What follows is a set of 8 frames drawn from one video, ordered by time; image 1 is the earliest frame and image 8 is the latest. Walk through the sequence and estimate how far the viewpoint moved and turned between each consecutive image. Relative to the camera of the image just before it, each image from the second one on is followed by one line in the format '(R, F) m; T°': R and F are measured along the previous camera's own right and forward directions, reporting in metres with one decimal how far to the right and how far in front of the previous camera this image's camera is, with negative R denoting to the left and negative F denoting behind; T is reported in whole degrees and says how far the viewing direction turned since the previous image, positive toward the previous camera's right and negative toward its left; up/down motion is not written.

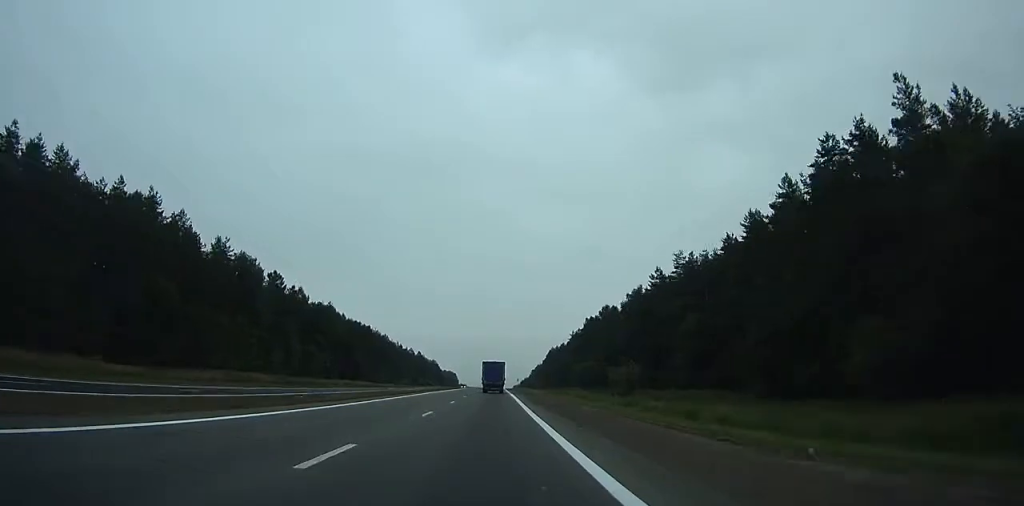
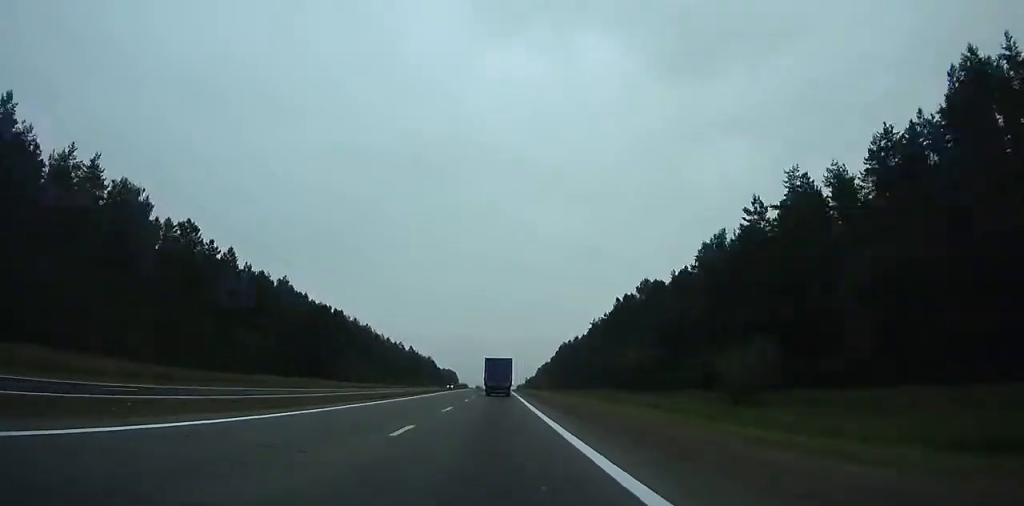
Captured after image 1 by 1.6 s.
(-0.1, +45.0) m; 0°
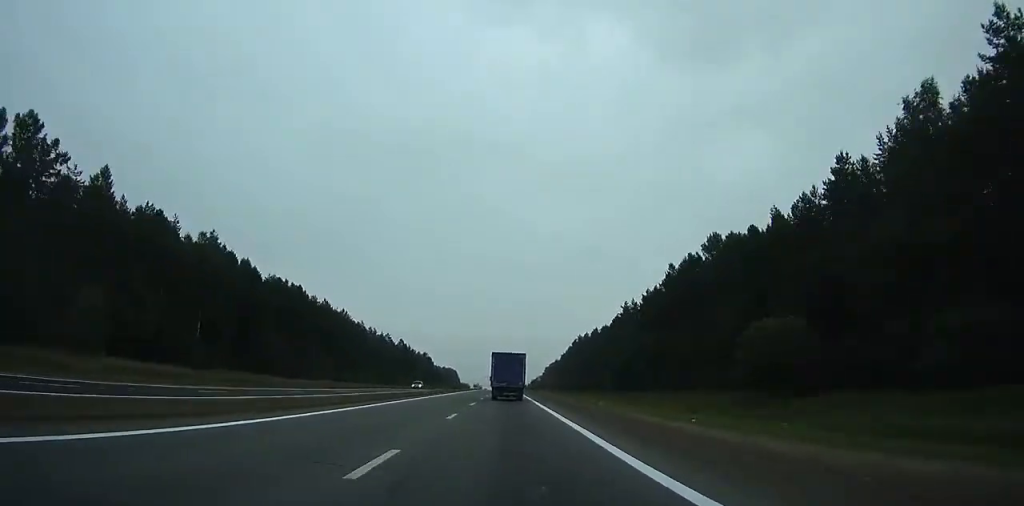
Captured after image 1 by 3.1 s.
(0.0, +42.0) m; 0°
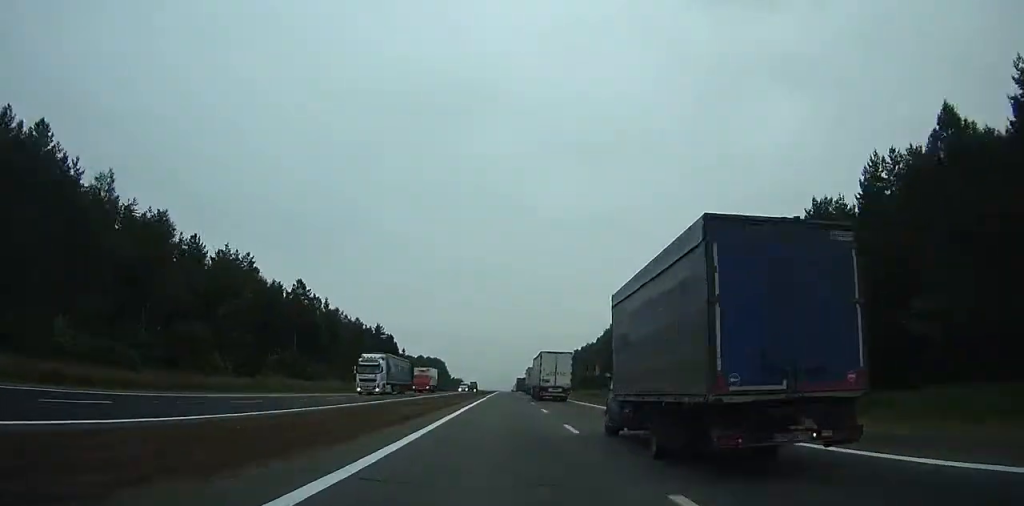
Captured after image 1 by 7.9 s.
(-0.4, +135.5) m; 0°
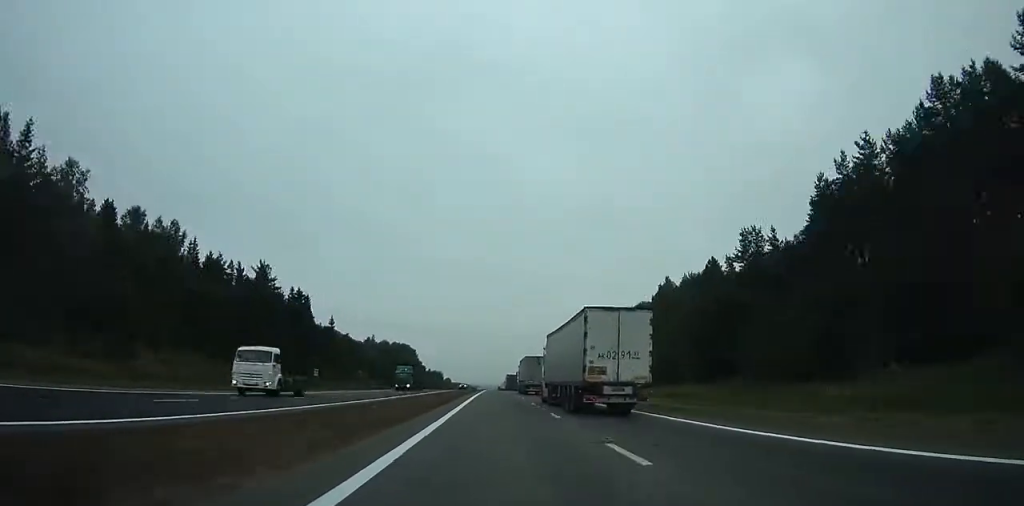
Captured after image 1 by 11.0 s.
(+0.5, +89.4) m; +1°
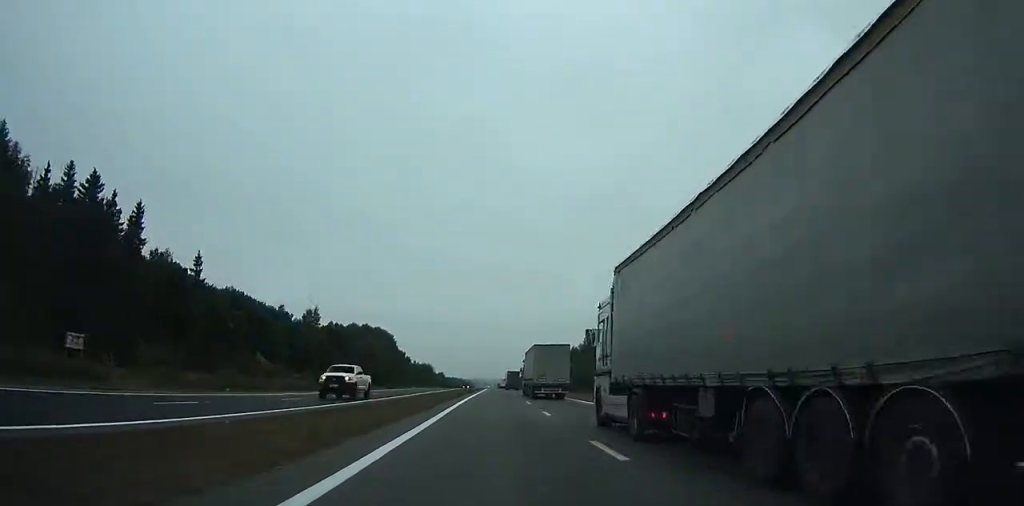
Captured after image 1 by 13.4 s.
(+0.3, +70.4) m; 0°
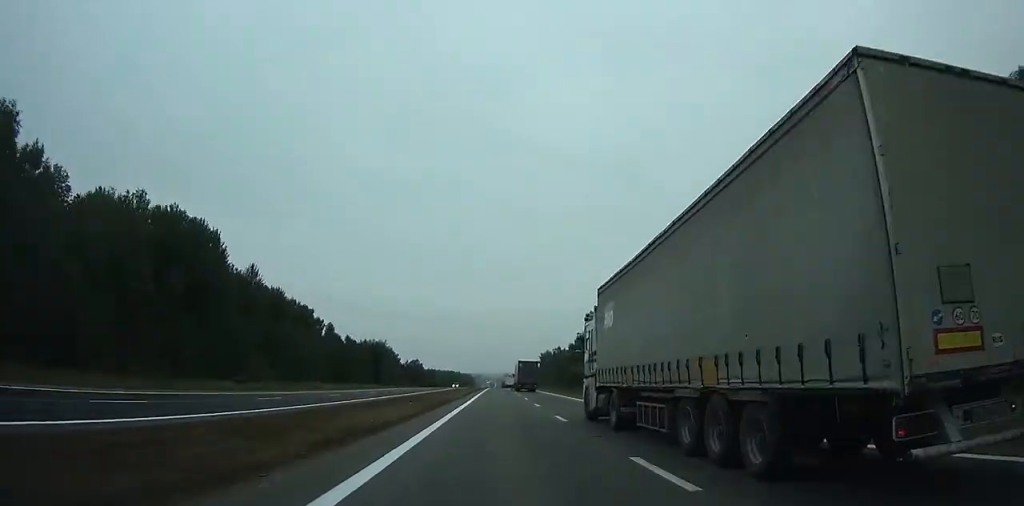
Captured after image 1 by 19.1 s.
(-0.4, +170.1) m; 0°
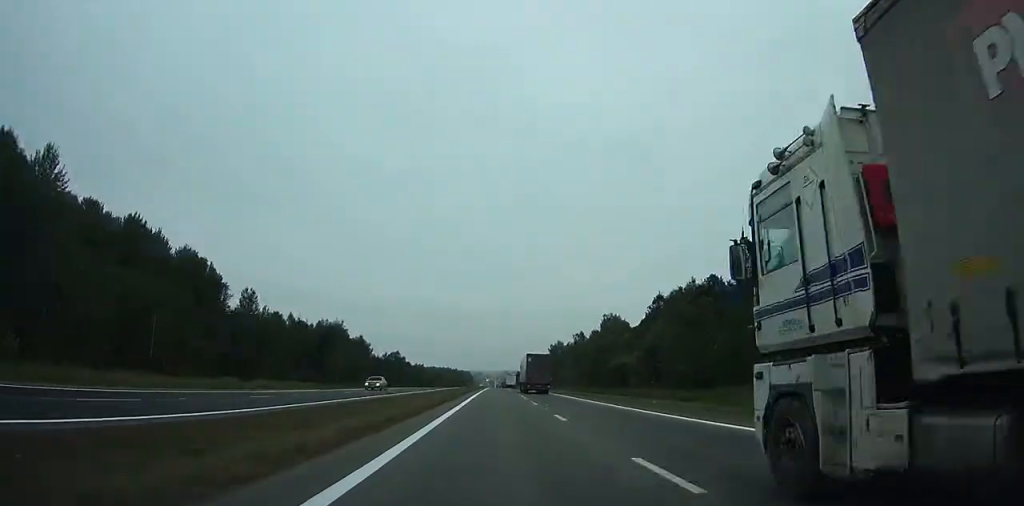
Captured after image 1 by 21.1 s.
(+0.1, +60.3) m; 0°
